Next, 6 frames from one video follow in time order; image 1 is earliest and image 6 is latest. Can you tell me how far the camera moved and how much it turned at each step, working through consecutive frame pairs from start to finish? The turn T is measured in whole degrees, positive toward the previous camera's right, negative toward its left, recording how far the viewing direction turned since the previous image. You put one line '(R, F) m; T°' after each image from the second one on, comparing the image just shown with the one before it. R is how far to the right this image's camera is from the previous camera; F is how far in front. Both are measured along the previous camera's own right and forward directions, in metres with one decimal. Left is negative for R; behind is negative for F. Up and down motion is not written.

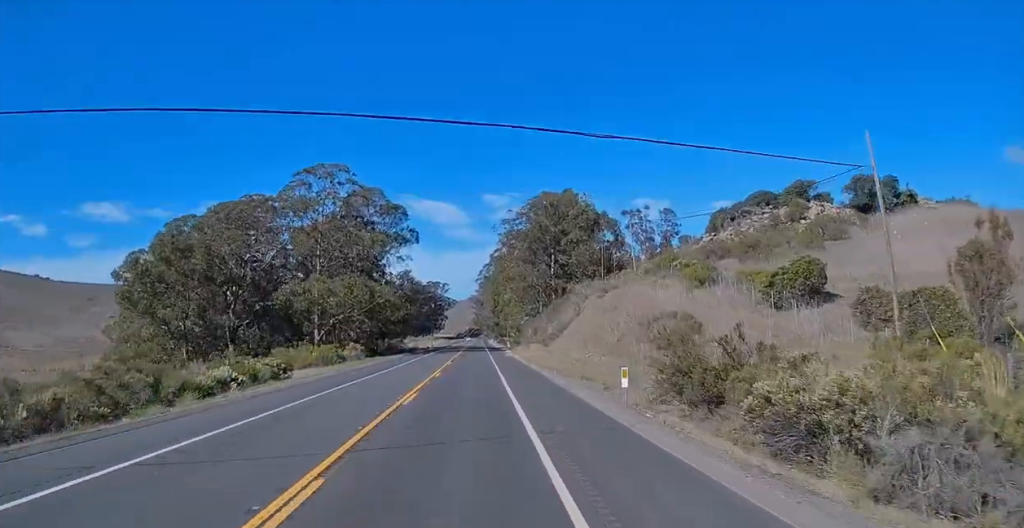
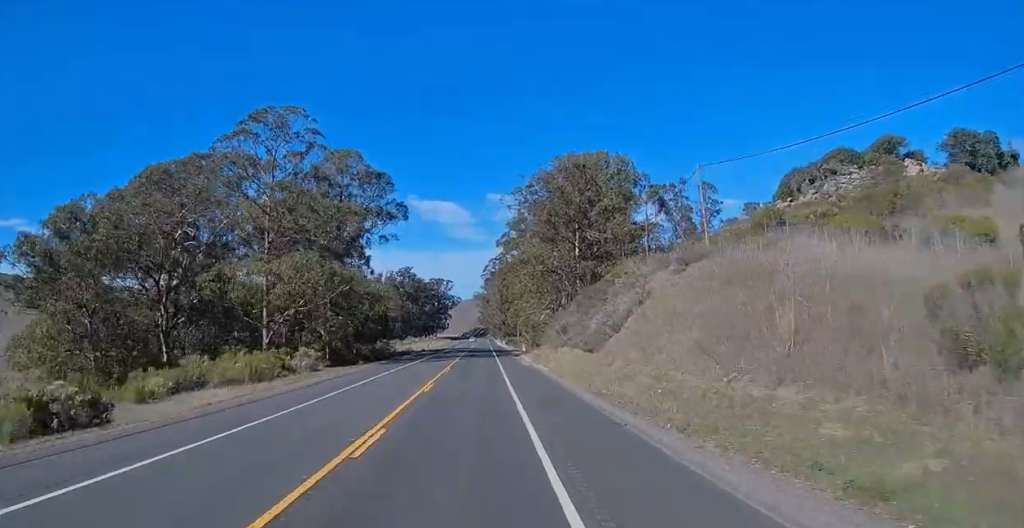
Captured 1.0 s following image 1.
(0.0, +22.0) m; 0°
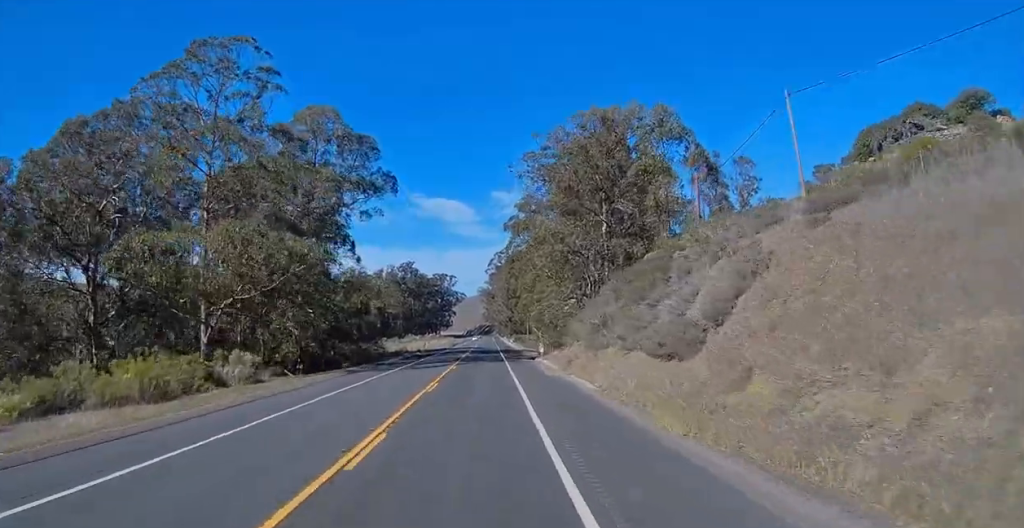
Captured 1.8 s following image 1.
(0.0, +16.4) m; 0°
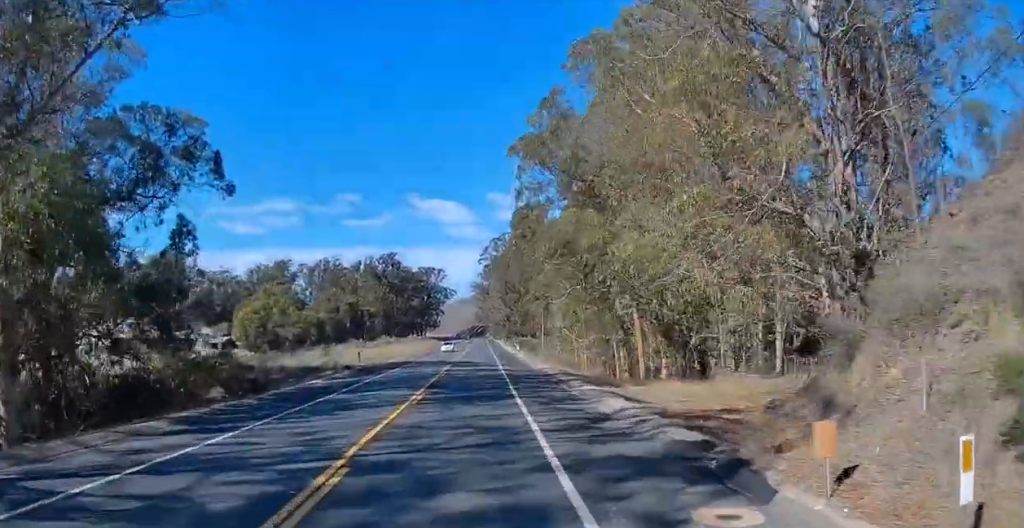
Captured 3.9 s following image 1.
(0.0, +47.4) m; 0°
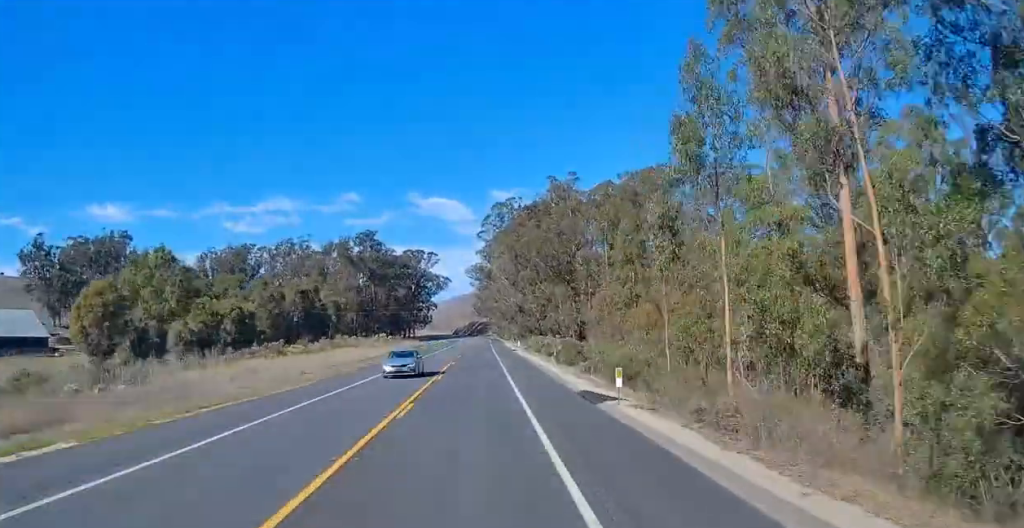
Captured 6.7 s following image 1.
(-0.1, +63.0) m; 0°
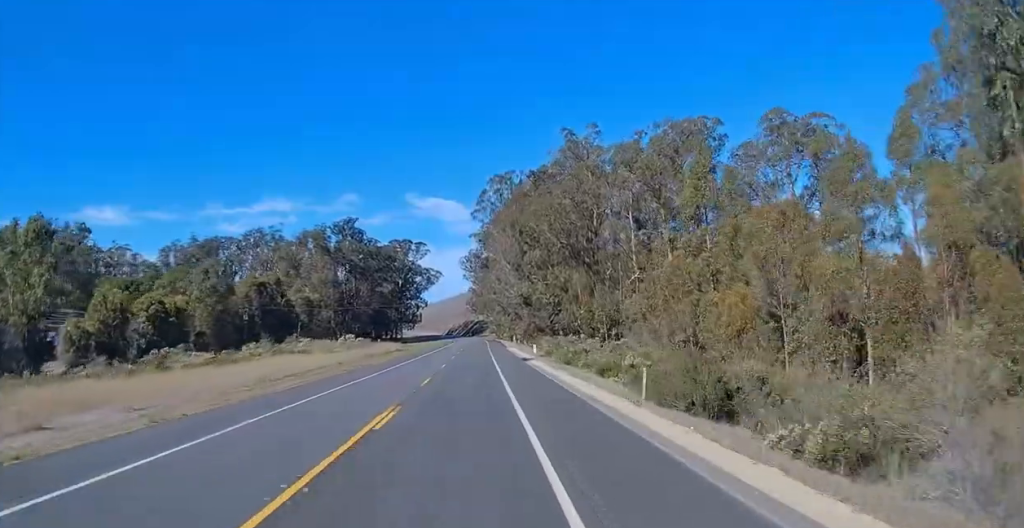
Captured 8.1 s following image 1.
(+0.1, +32.7) m; 0°
